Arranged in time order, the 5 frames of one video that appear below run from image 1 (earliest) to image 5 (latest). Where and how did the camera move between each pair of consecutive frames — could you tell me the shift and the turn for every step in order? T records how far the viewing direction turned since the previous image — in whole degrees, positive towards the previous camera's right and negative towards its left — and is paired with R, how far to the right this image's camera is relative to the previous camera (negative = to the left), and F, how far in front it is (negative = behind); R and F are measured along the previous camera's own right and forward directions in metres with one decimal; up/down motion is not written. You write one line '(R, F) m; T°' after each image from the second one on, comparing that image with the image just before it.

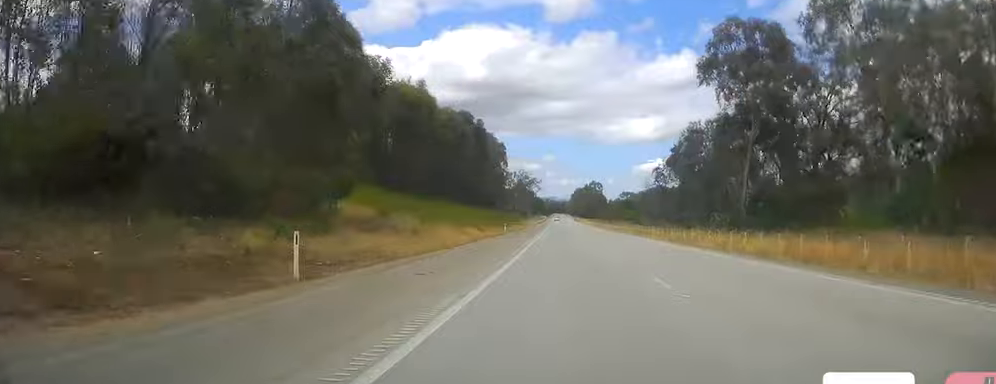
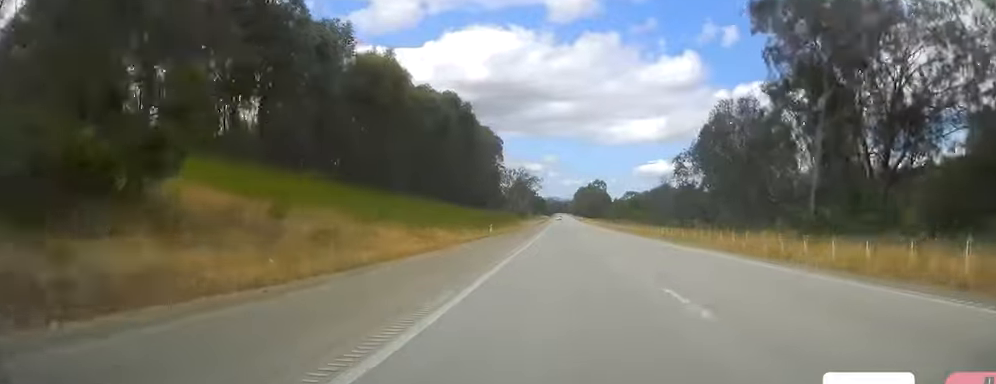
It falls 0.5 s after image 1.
(-0.6, +15.3) m; -1°
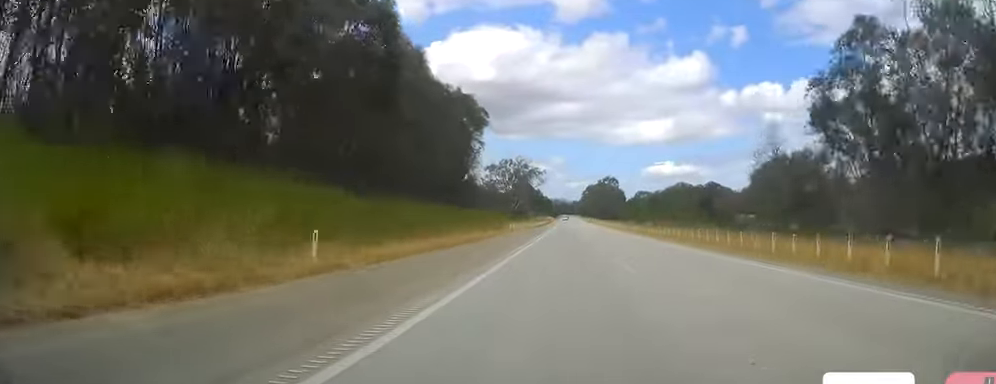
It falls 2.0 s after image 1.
(-0.5, +43.0) m; +2°
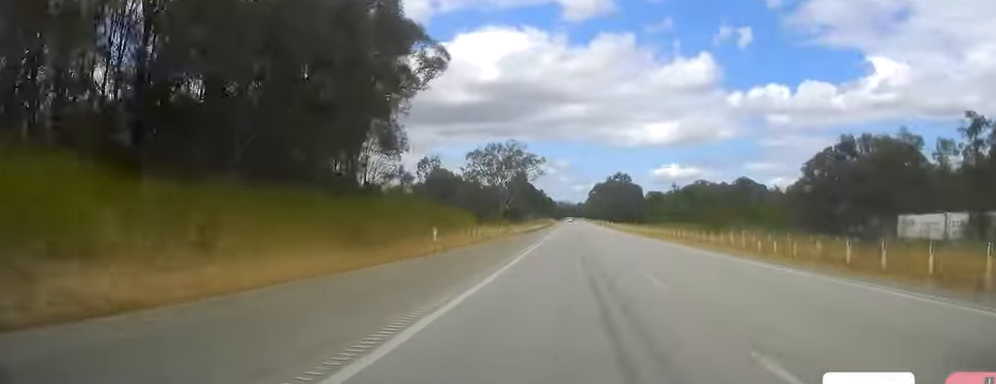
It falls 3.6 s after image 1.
(+0.1, +45.7) m; -2°
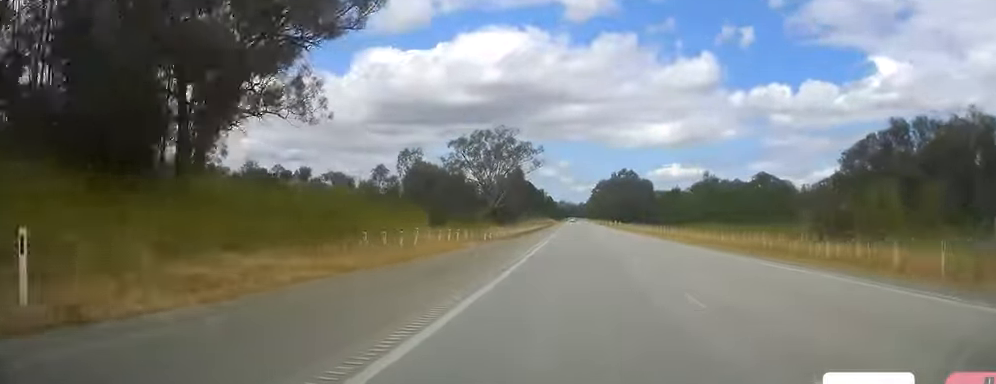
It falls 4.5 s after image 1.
(-0.2, +24.7) m; 0°
